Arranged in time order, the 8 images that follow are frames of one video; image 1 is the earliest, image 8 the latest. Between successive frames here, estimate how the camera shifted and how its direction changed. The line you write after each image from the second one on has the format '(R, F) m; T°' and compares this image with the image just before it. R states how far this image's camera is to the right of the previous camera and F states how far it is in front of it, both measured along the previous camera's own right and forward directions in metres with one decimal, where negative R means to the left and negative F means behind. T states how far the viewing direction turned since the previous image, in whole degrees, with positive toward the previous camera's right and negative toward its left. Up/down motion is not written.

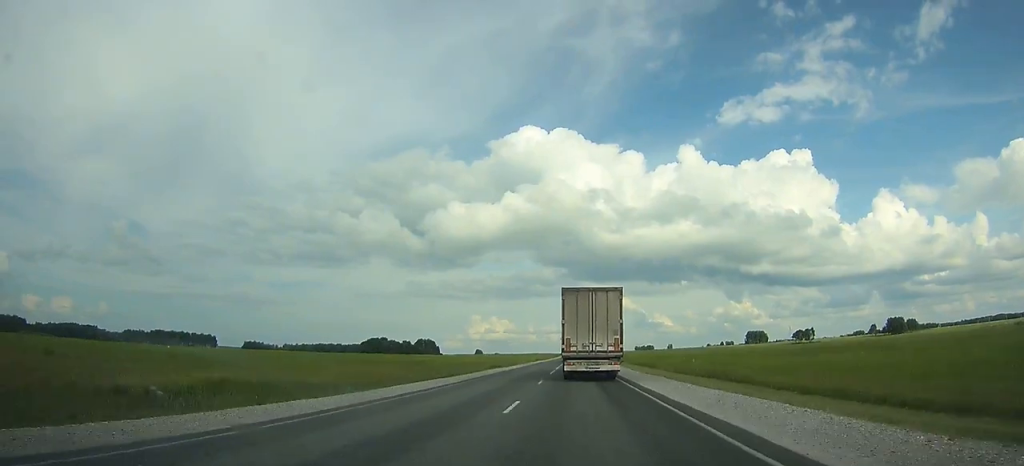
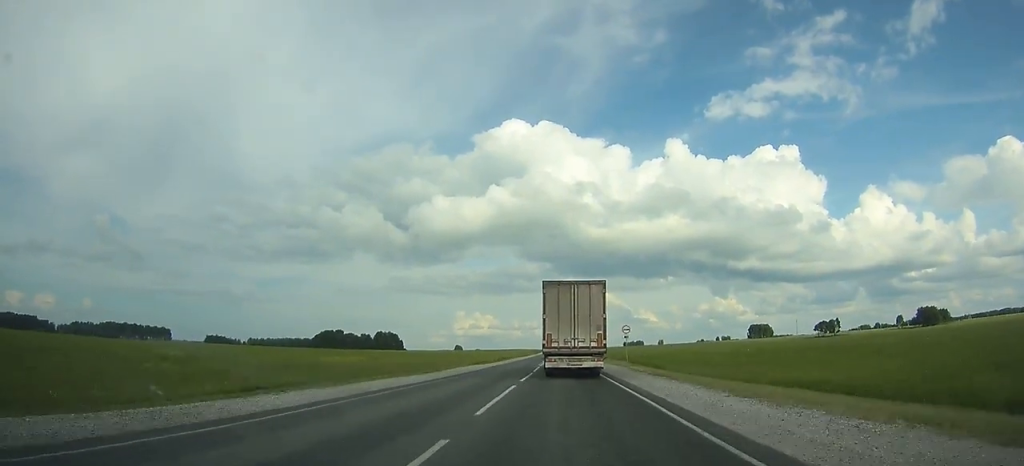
(+0.5, +82.5) m; 0°
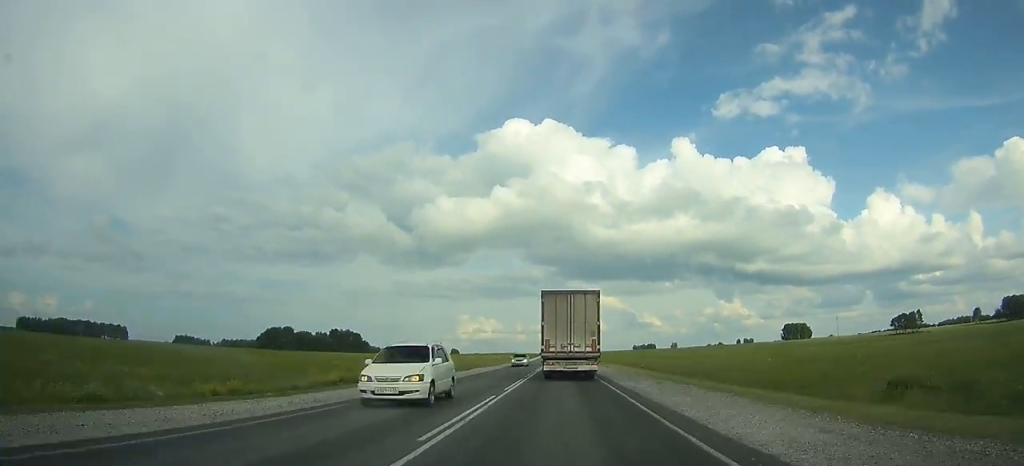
(-0.3, +108.6) m; -1°
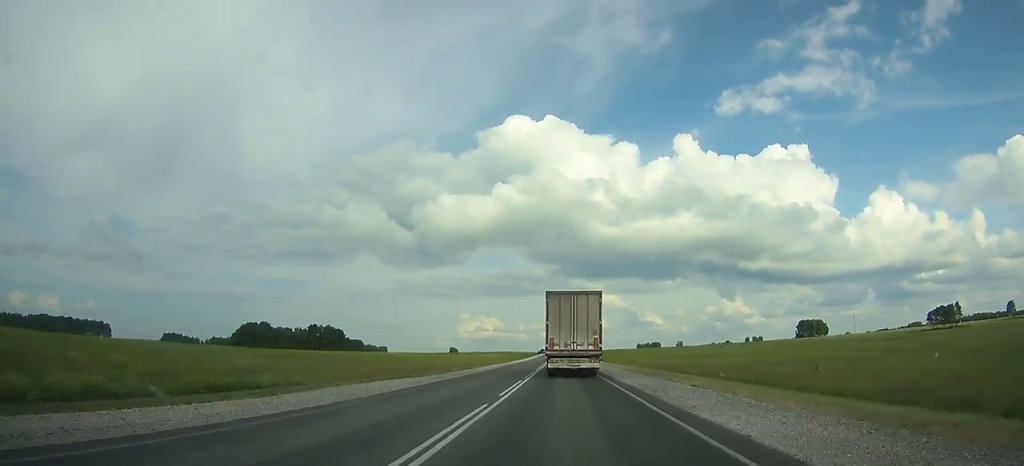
(-0.2, +40.4) m; 0°
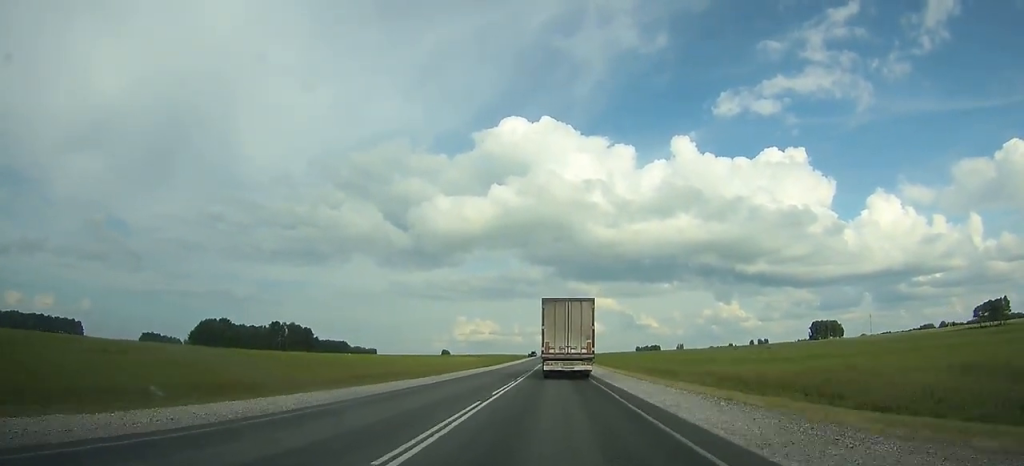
(+0.2, +46.4) m; 0°
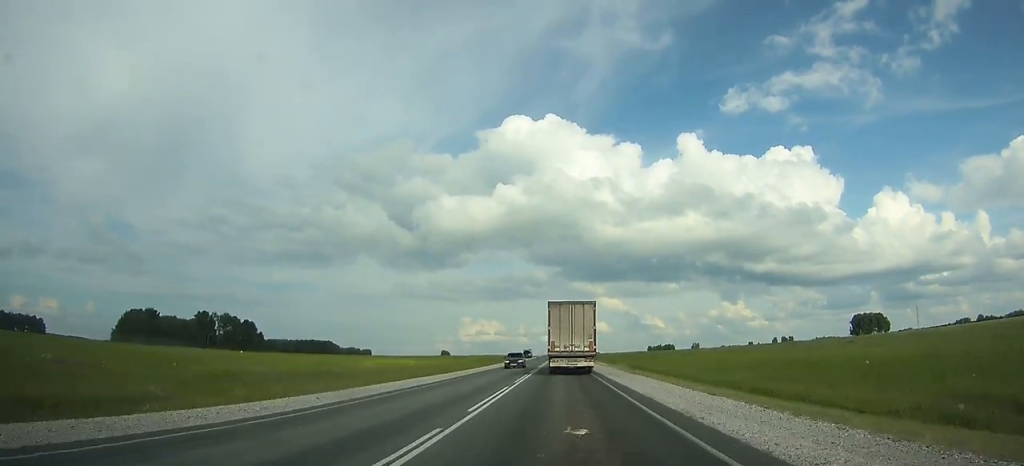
(0.0, +78.0) m; 0°
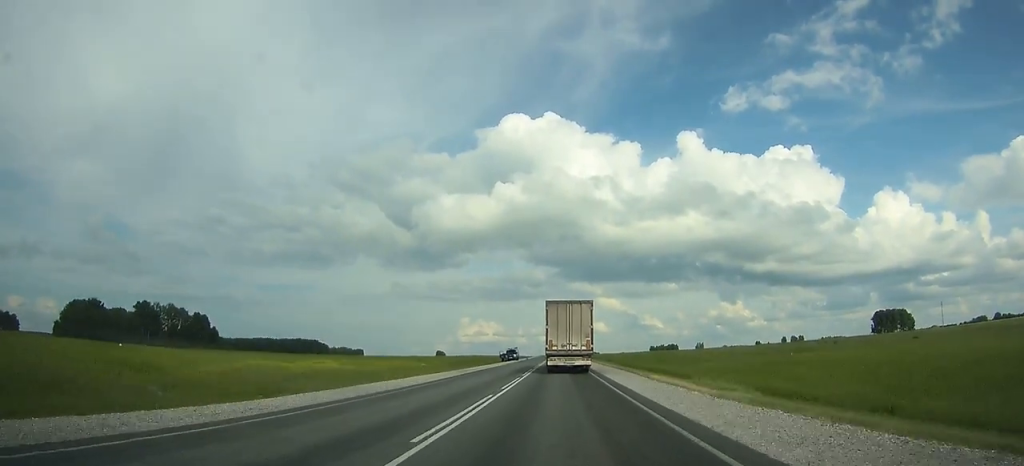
(0.0, +39.7) m; 0°
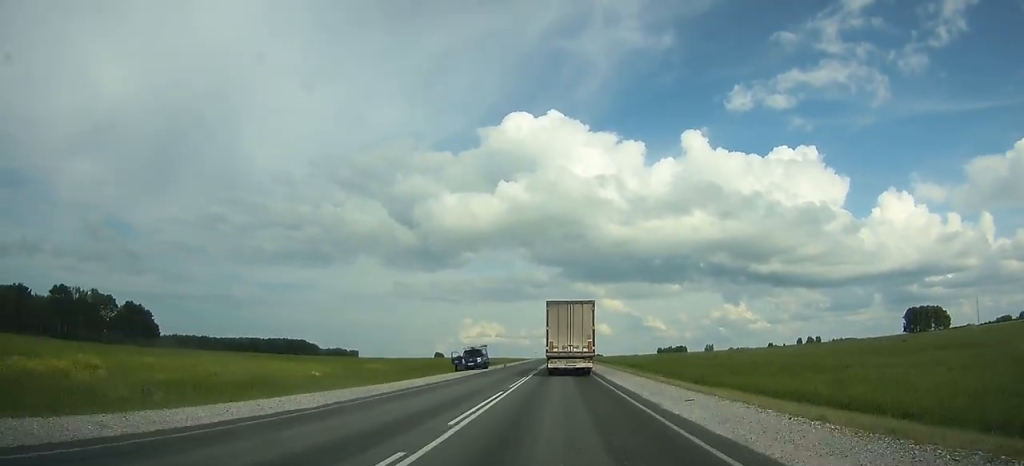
(0.0, +43.7) m; 0°
